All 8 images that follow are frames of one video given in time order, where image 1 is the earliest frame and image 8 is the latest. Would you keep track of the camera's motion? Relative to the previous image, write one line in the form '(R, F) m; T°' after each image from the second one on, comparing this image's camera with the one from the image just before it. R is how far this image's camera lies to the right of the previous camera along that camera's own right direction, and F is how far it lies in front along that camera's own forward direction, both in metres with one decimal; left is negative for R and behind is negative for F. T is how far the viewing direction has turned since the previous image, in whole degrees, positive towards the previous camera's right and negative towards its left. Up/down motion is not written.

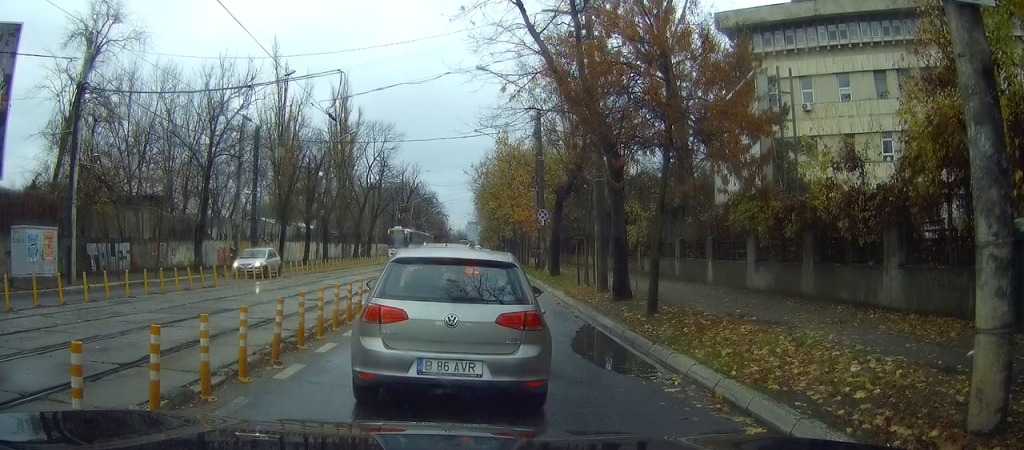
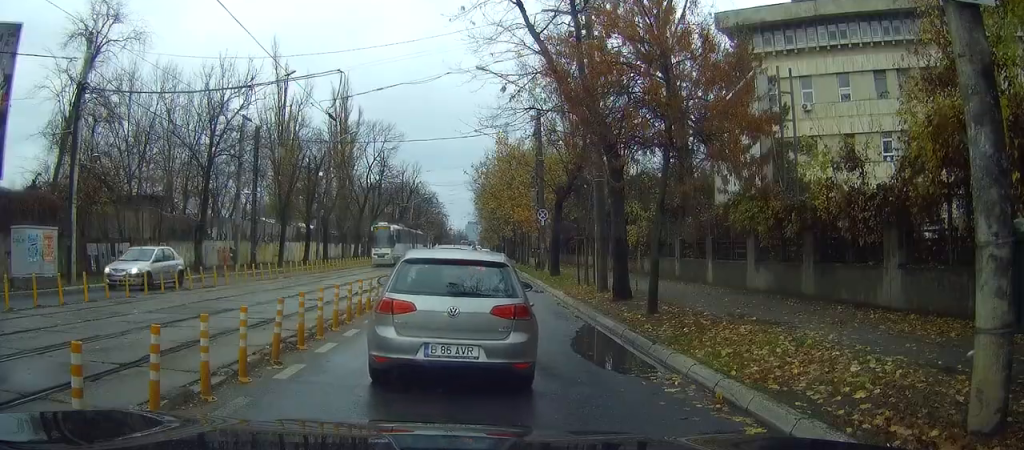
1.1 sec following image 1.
(0.0, +0.2) m; 0°
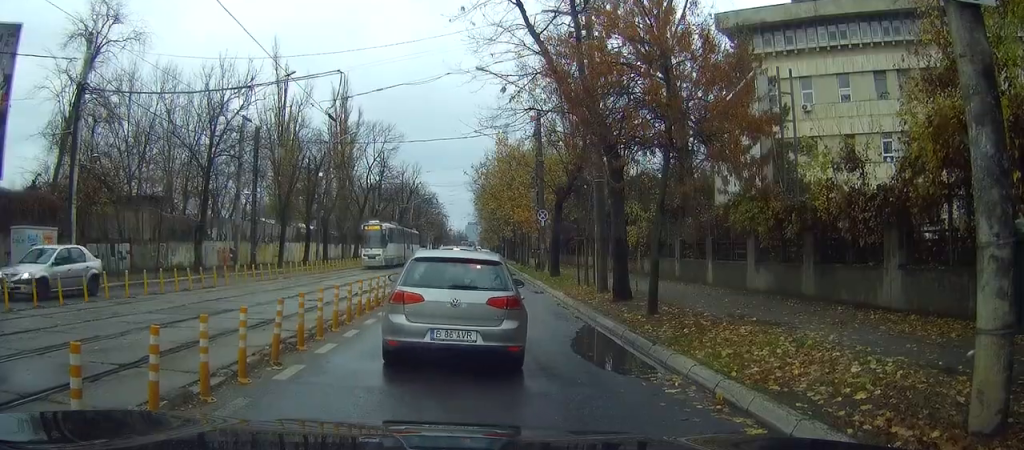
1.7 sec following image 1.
(0.0, 0.0) m; 0°
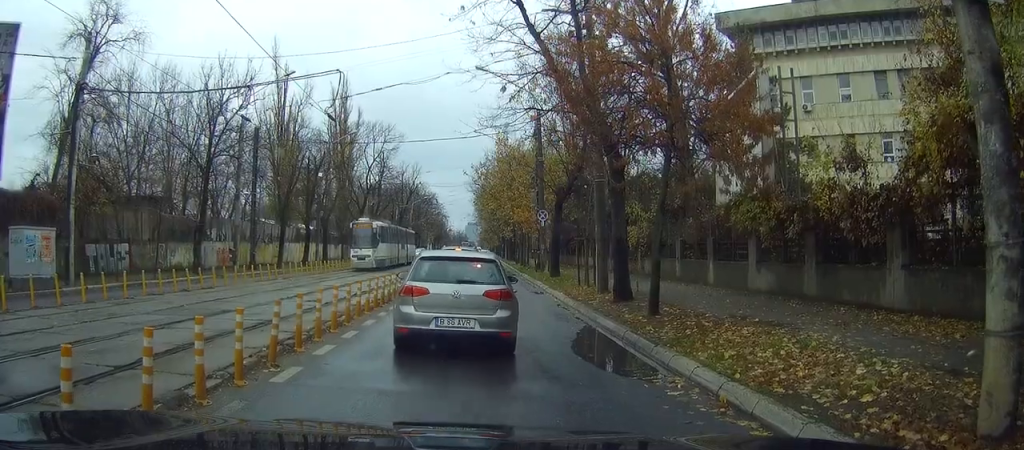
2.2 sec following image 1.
(0.0, 0.0) m; 0°
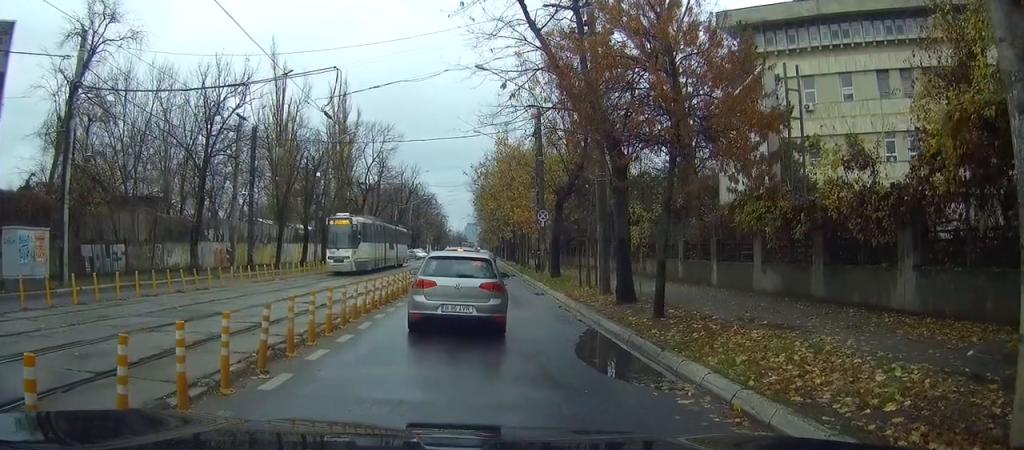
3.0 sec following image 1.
(0.0, 0.0) m; 0°
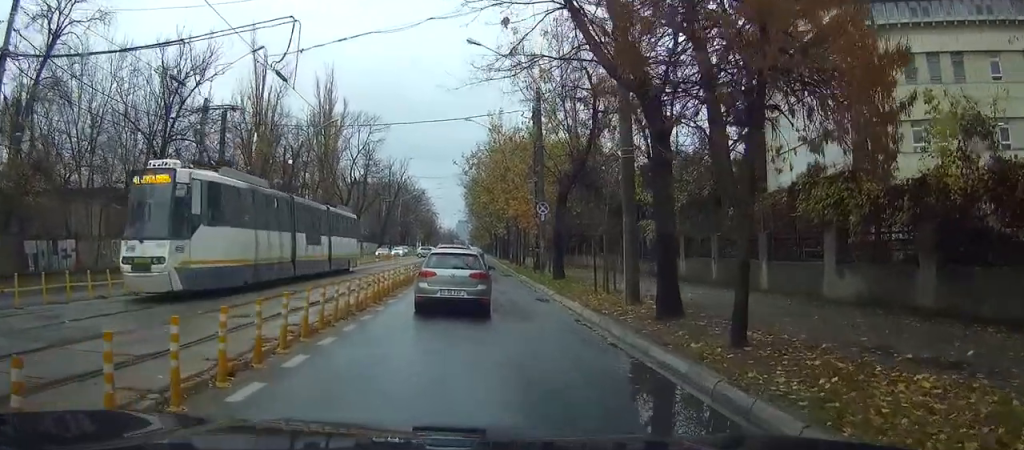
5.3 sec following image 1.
(+0.1, +2.7) m; 0°
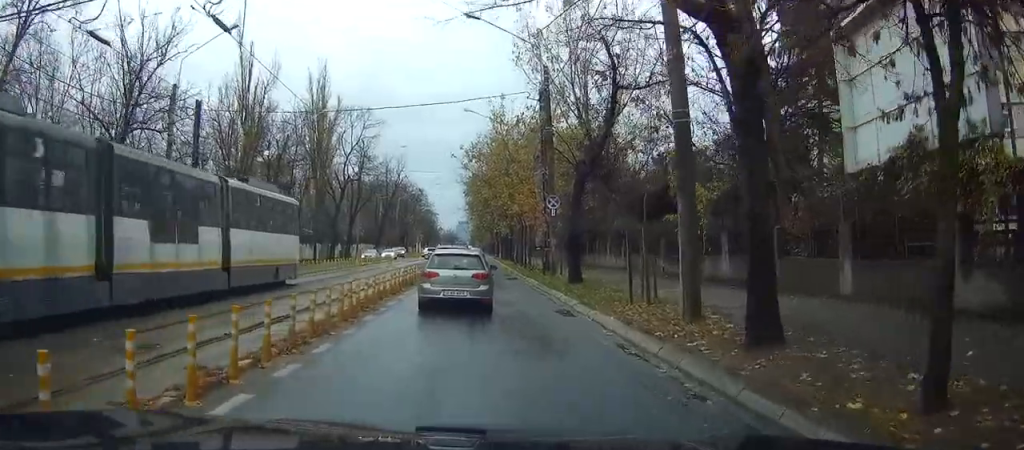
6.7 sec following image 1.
(0.0, +4.5) m; +1°
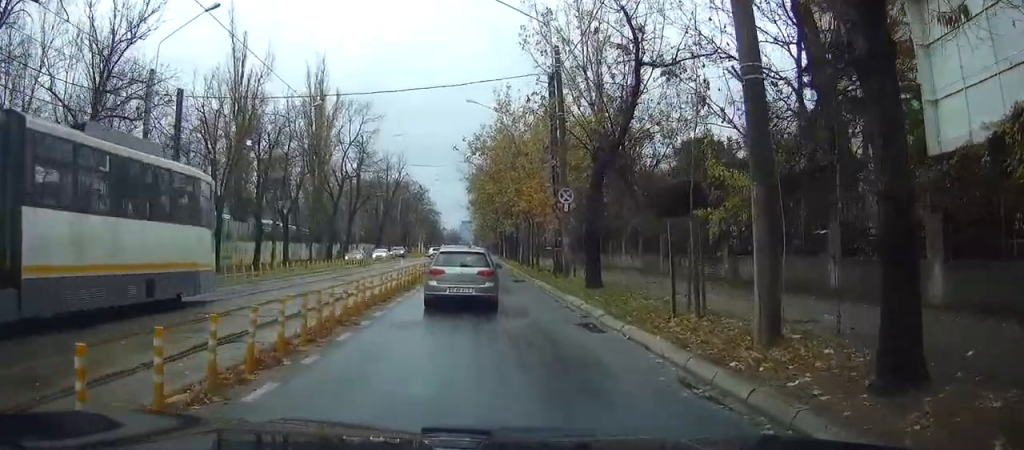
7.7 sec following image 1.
(+0.1, +3.4) m; 0°
